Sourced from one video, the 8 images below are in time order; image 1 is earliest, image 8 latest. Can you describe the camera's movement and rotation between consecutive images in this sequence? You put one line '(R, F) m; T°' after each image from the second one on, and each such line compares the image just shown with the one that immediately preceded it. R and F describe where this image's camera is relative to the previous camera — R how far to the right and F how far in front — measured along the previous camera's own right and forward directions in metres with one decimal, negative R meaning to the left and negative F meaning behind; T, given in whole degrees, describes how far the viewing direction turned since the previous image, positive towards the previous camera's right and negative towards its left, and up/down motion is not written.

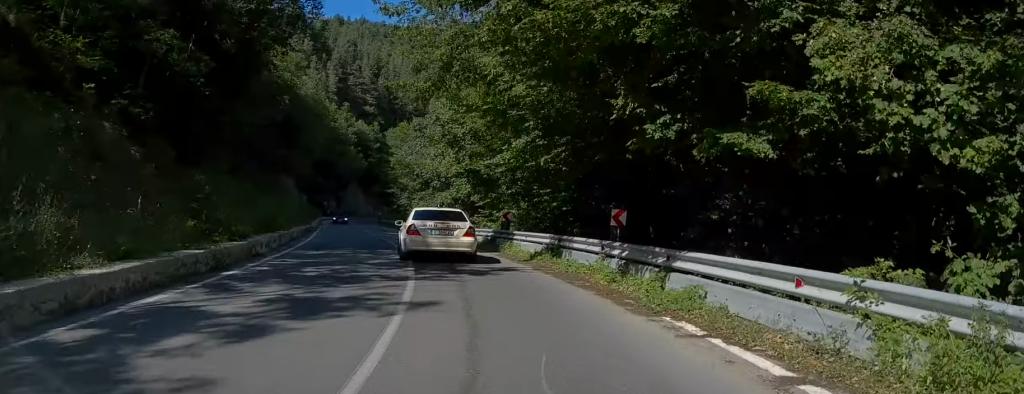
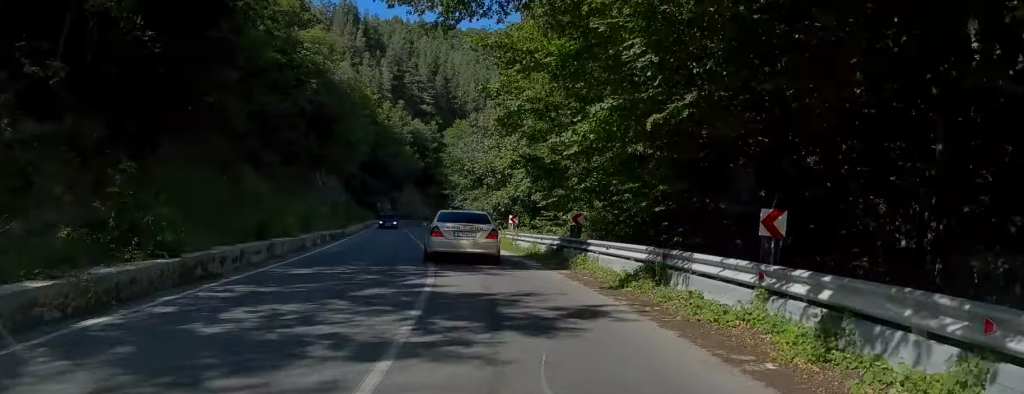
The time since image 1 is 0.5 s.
(-0.4, +6.3) m; -5°
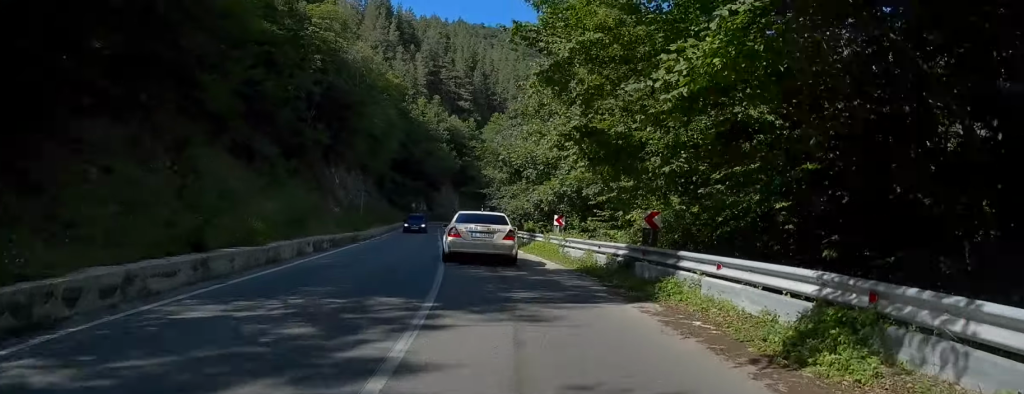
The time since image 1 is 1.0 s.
(0.0, +5.9) m; -4°
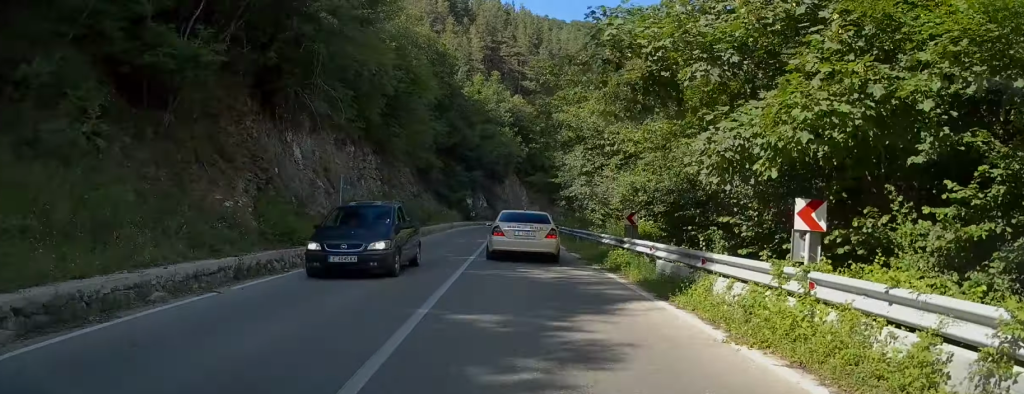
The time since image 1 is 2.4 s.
(-1.6, +17.9) m; -7°
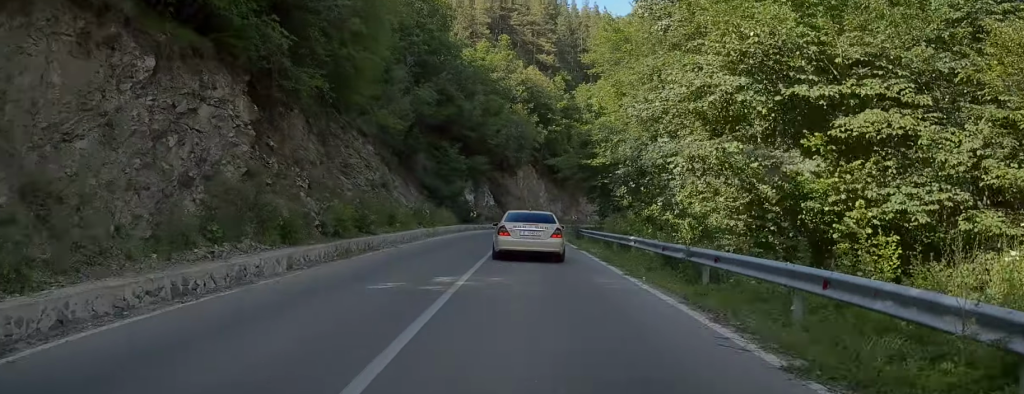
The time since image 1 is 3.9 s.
(-0.9, +19.6) m; -4°
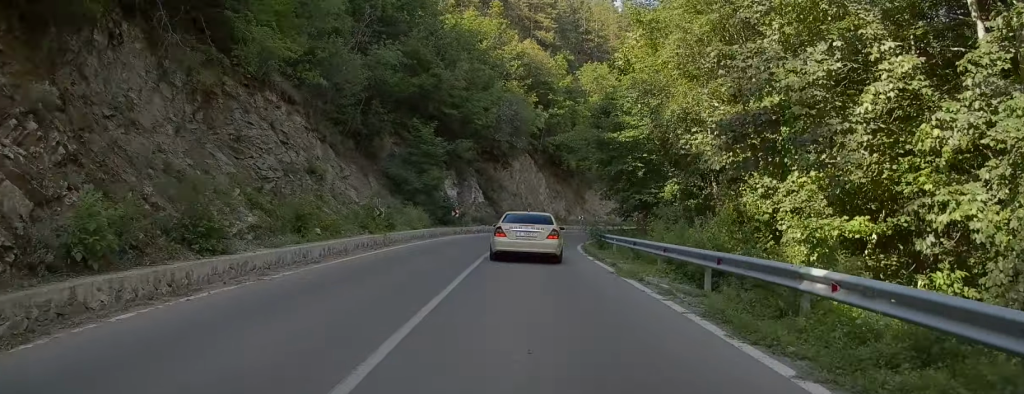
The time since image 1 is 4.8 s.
(+0.1, +12.6) m; +1°
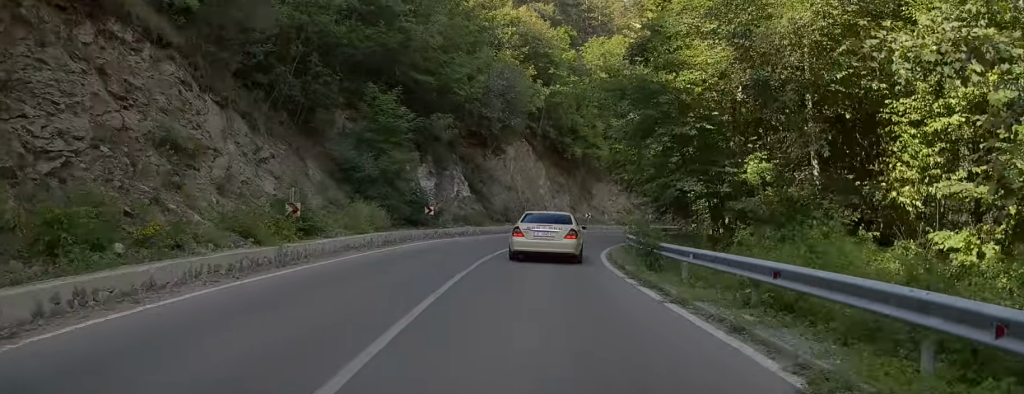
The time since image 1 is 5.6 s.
(+0.1, +10.7) m; +2°
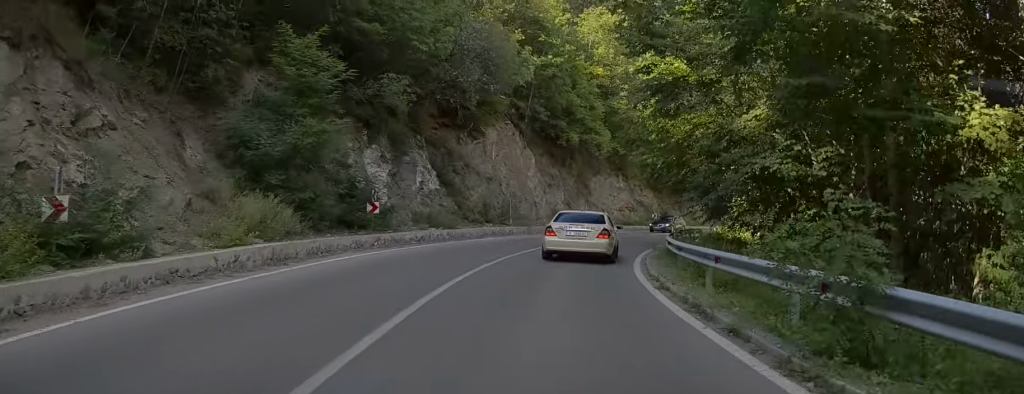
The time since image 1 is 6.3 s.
(+0.2, +9.8) m; +2°
